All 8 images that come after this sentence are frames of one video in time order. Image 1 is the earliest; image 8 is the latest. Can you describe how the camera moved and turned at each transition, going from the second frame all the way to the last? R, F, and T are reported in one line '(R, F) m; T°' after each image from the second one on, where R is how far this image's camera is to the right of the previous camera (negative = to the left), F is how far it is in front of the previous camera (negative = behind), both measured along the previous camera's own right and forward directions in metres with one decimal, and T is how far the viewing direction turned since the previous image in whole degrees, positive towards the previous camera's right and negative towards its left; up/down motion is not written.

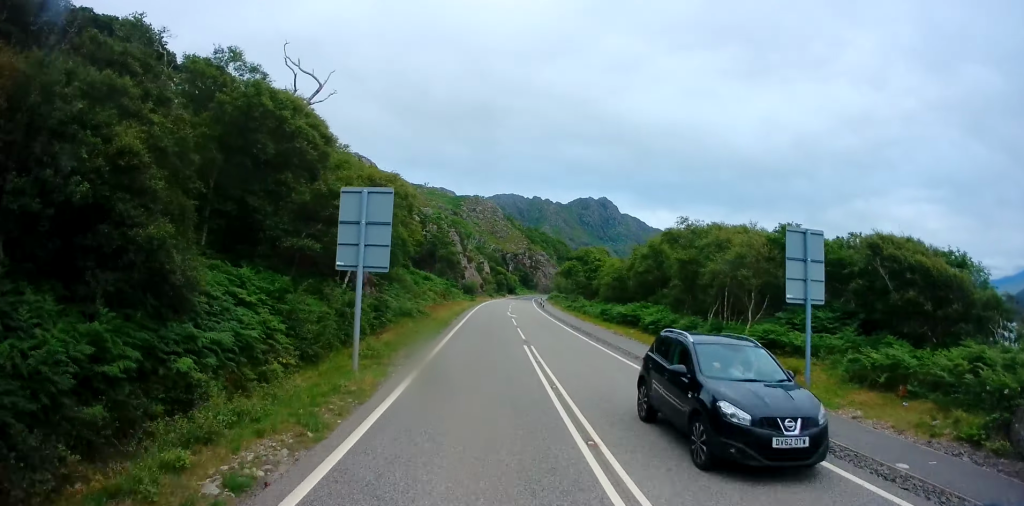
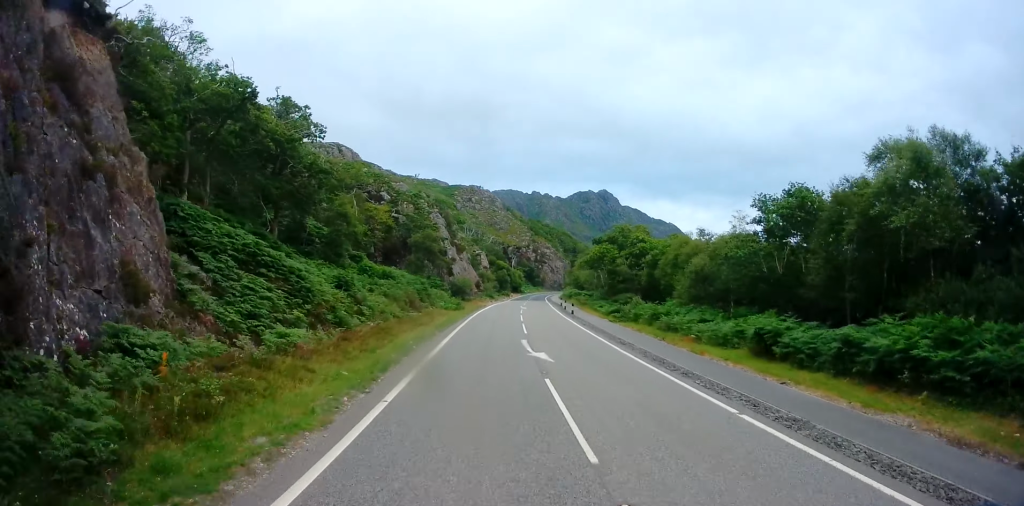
(0.0, +26.4) m; +2°
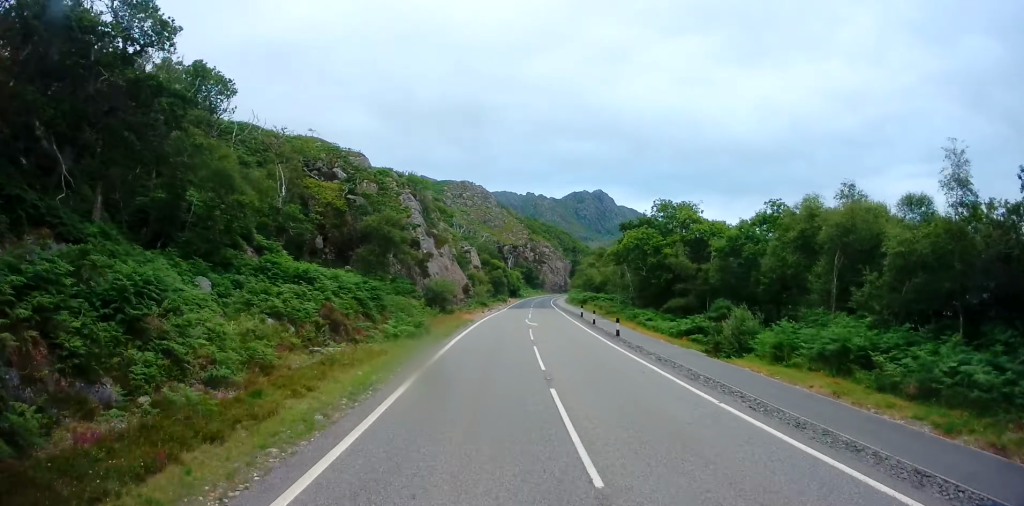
(+0.5, +18.9) m; +2°
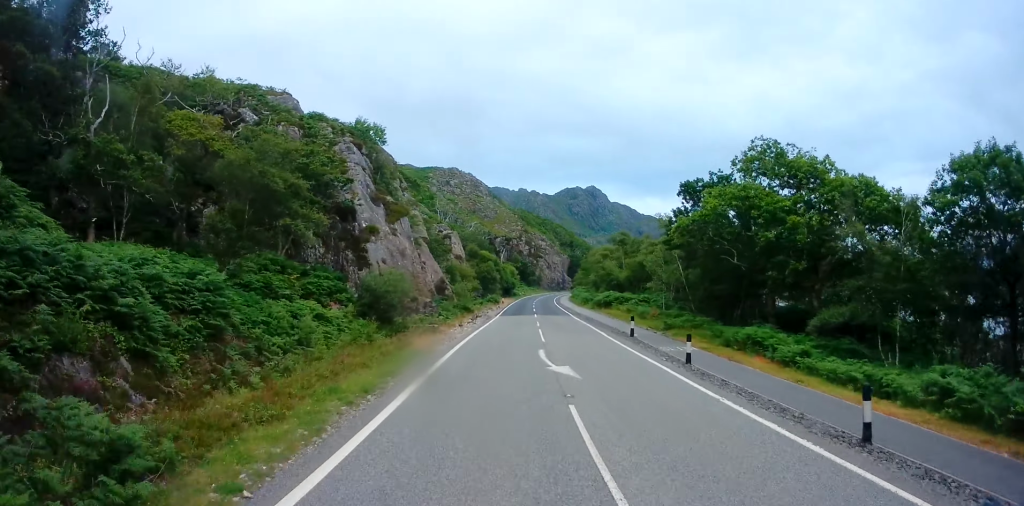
(0.0, +19.6) m; 0°
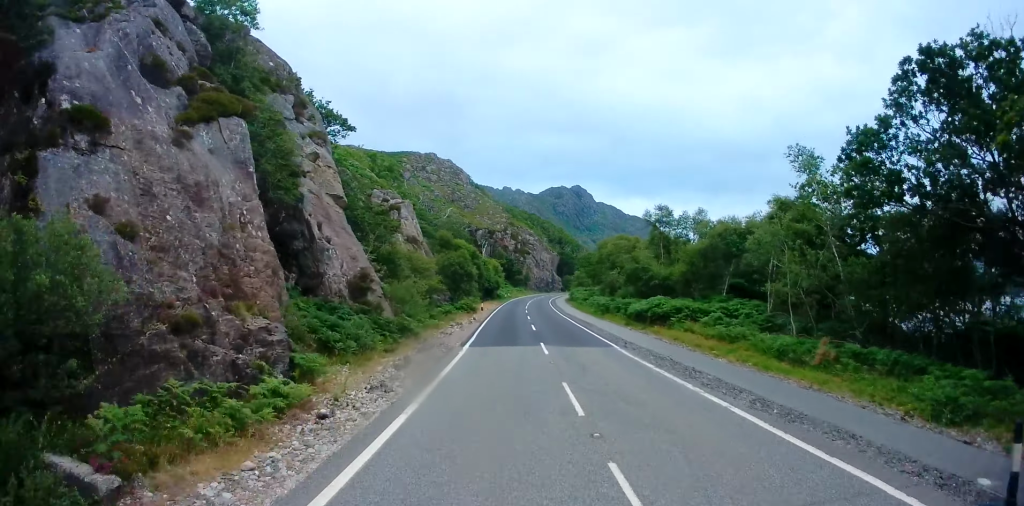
(+0.1, +22.1) m; 0°
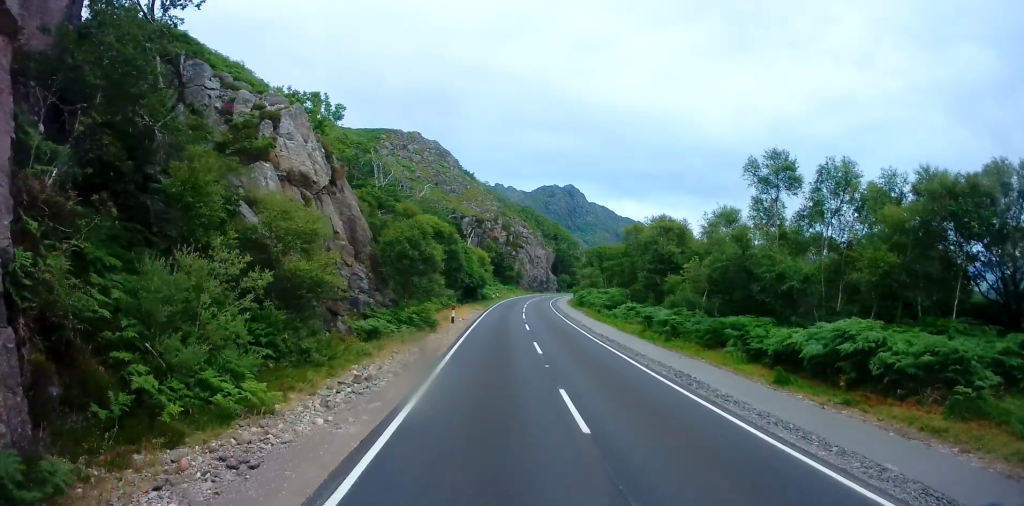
(-0.1, +20.0) m; +1°
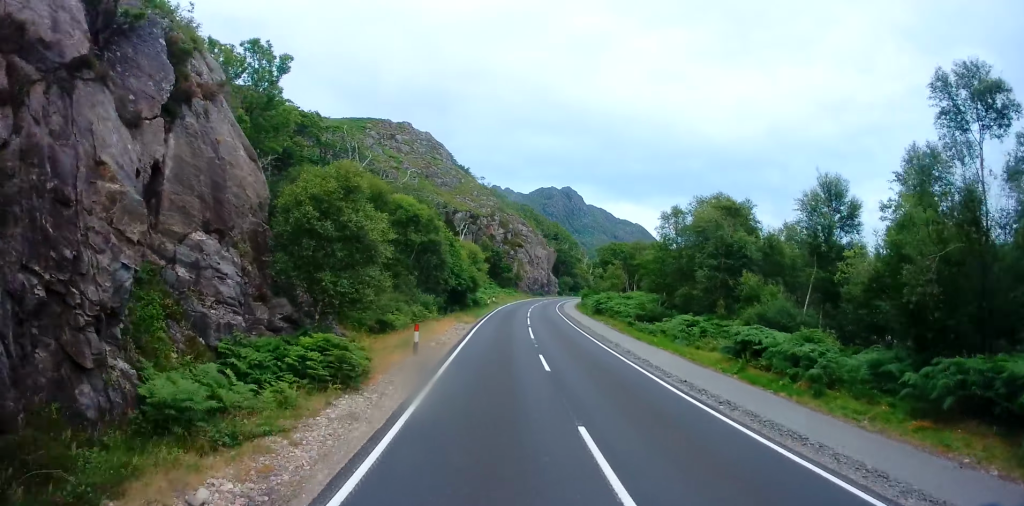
(-0.1, +12.4) m; +1°
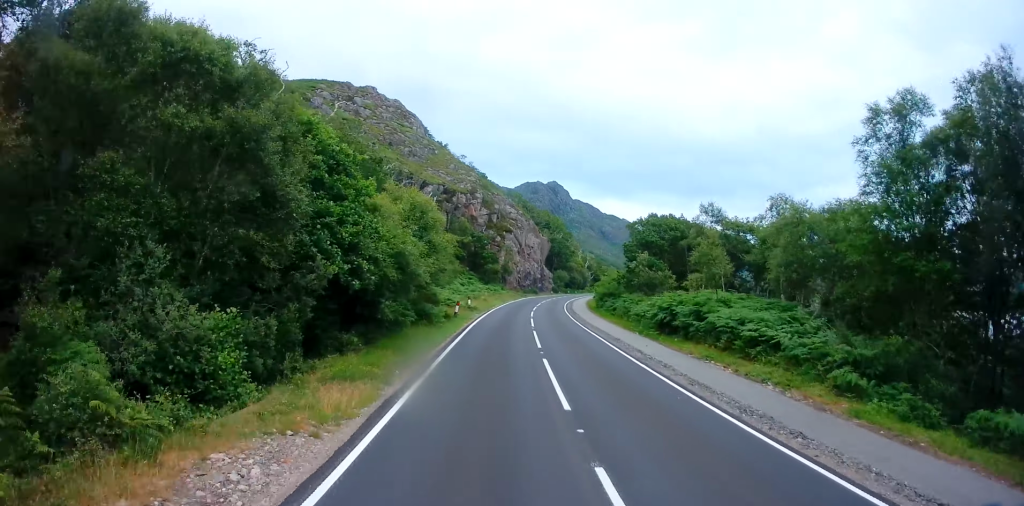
(+0.7, +24.8) m; +2°
